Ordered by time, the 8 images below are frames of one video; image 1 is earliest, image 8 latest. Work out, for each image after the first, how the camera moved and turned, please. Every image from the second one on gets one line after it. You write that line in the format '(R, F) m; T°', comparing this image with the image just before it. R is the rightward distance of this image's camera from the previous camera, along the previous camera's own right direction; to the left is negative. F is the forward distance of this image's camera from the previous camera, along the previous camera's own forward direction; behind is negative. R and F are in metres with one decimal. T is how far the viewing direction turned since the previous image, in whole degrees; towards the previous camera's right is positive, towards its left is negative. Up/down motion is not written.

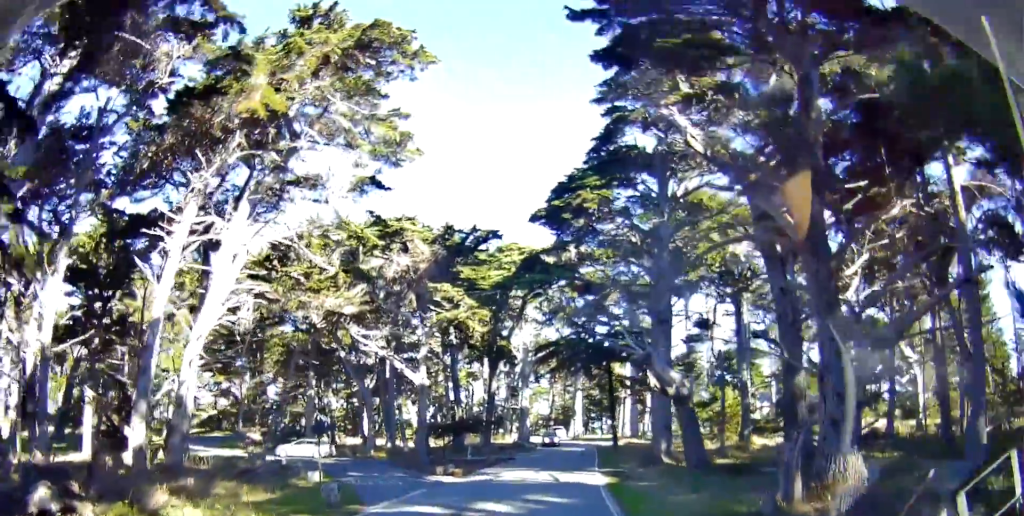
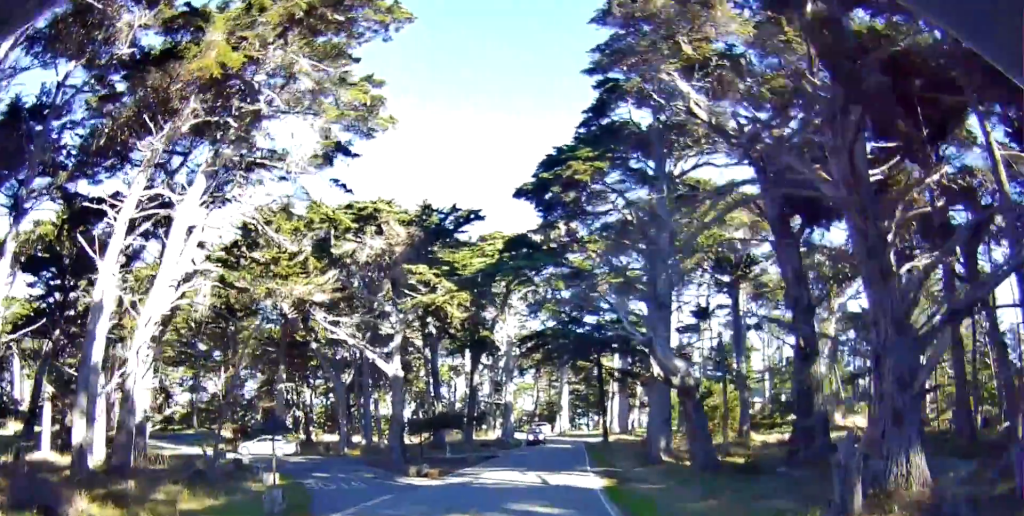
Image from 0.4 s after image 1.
(+0.1, +2.6) m; -1°
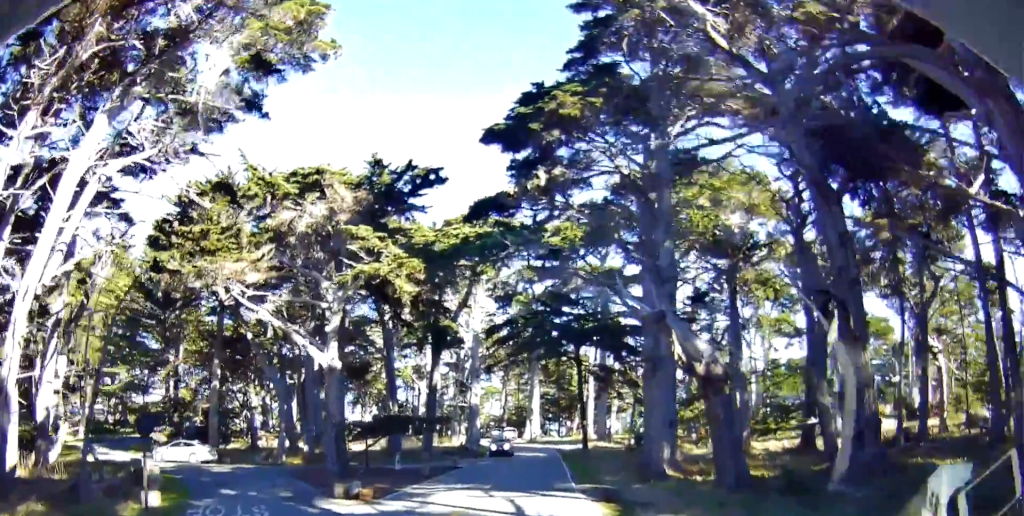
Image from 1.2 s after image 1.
(-0.2, +5.5) m; -3°
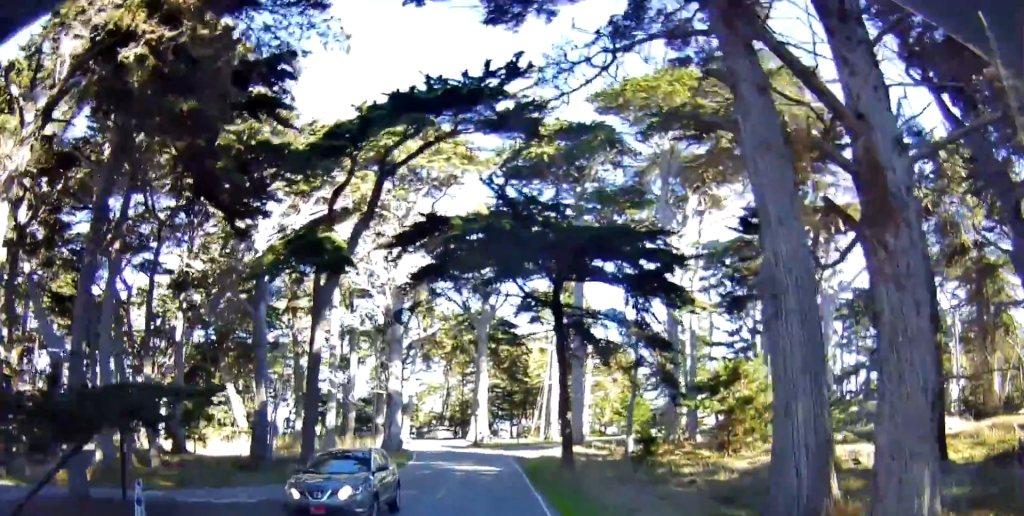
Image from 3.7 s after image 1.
(+0.7, +17.3) m; +10°
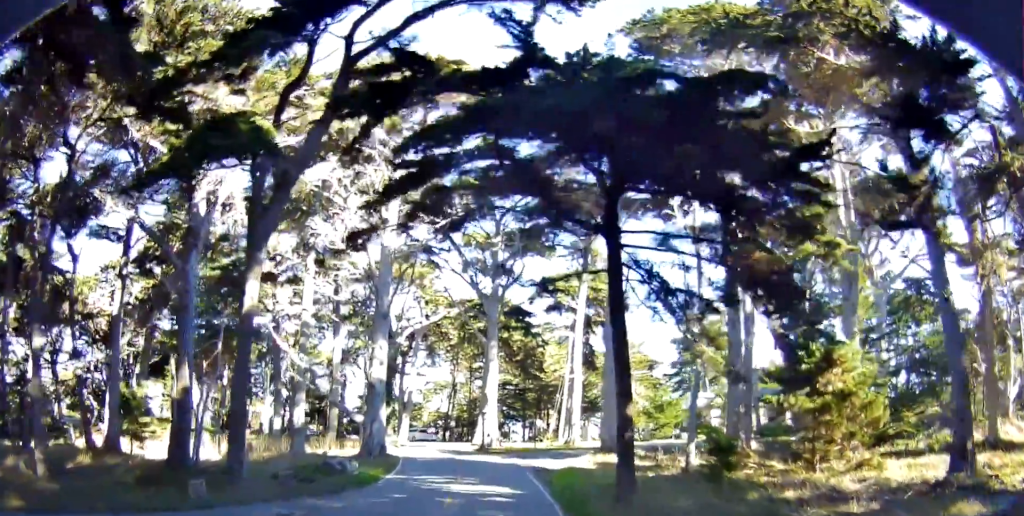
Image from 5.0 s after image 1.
(-0.1, +9.0) m; -7°
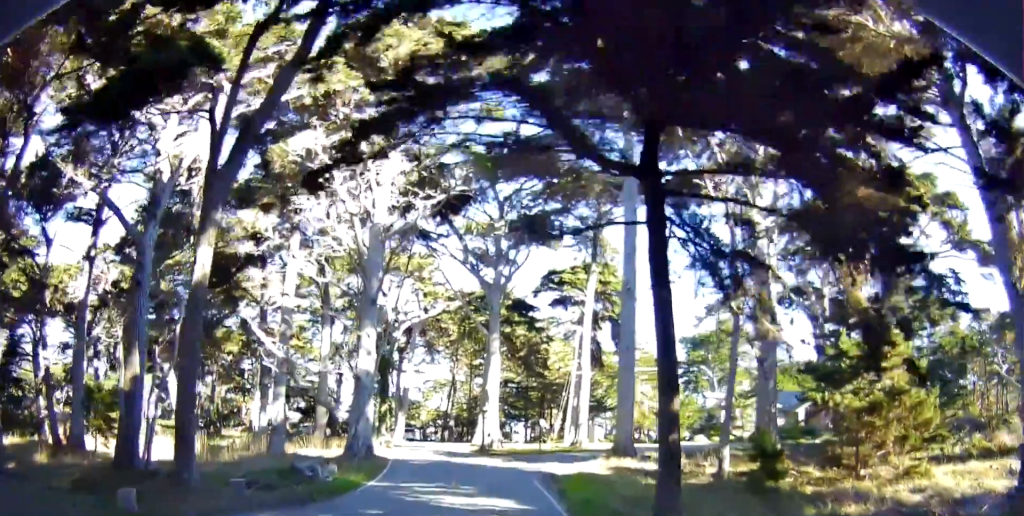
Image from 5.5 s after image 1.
(-0.5, +3.5) m; -1°
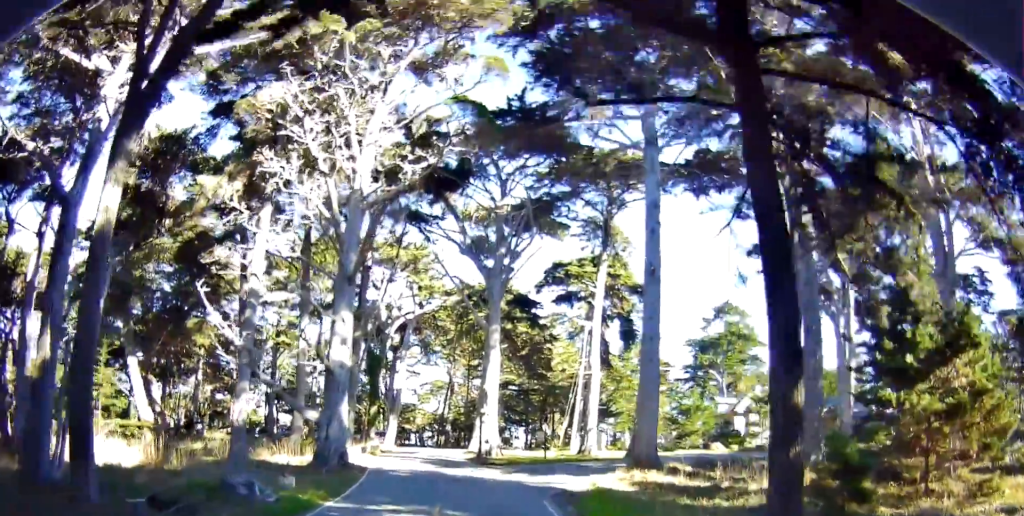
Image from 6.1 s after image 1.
(0.0, +4.3) m; +3°
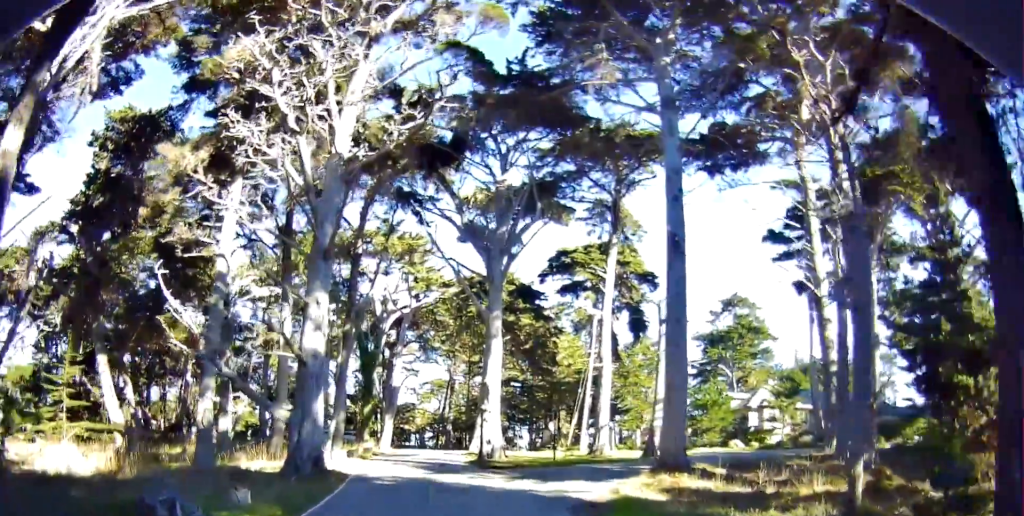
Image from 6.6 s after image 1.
(+0.2, +3.2) m; +5°
